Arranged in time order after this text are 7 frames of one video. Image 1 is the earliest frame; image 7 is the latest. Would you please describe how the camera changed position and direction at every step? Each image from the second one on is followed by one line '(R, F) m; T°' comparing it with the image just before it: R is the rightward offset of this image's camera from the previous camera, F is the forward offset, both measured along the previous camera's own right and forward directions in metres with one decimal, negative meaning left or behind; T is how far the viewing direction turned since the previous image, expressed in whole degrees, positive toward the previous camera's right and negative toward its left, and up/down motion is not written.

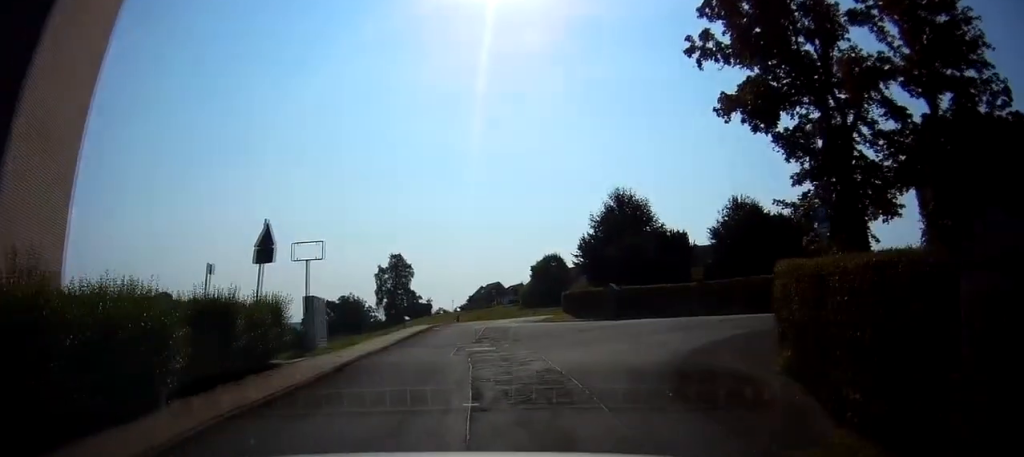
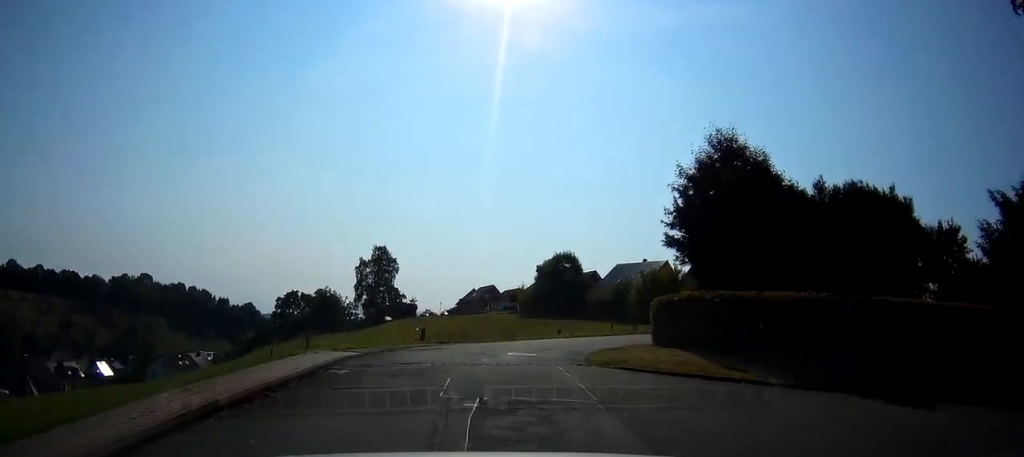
(-0.5, +22.6) m; 0°
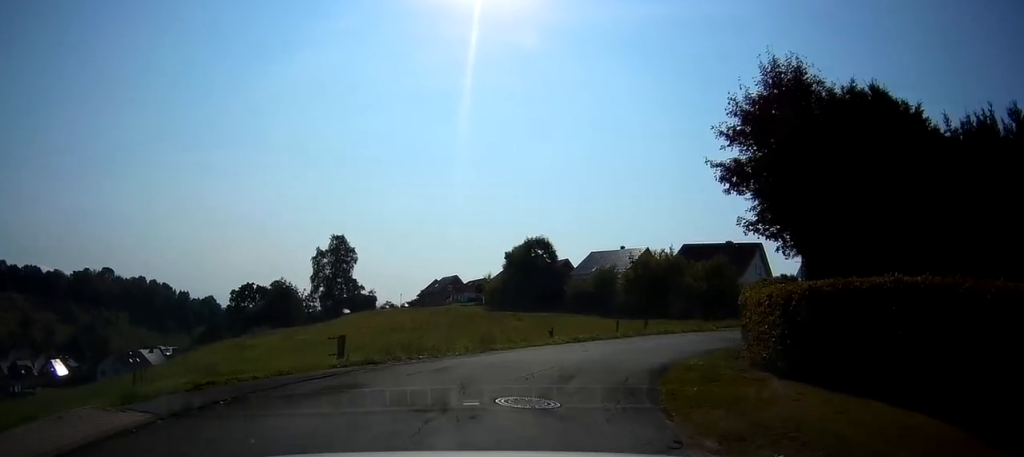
(+0.5, +9.6) m; +1°
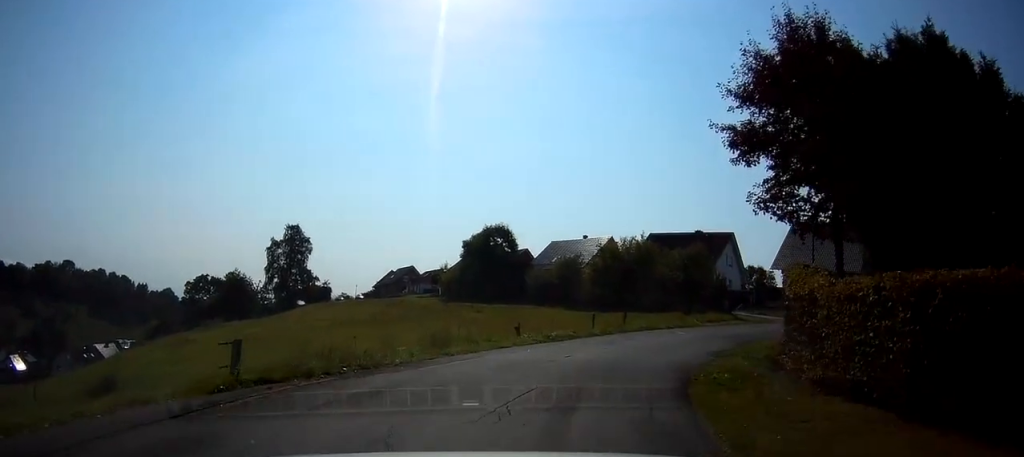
(-0.3, +3.9) m; +3°
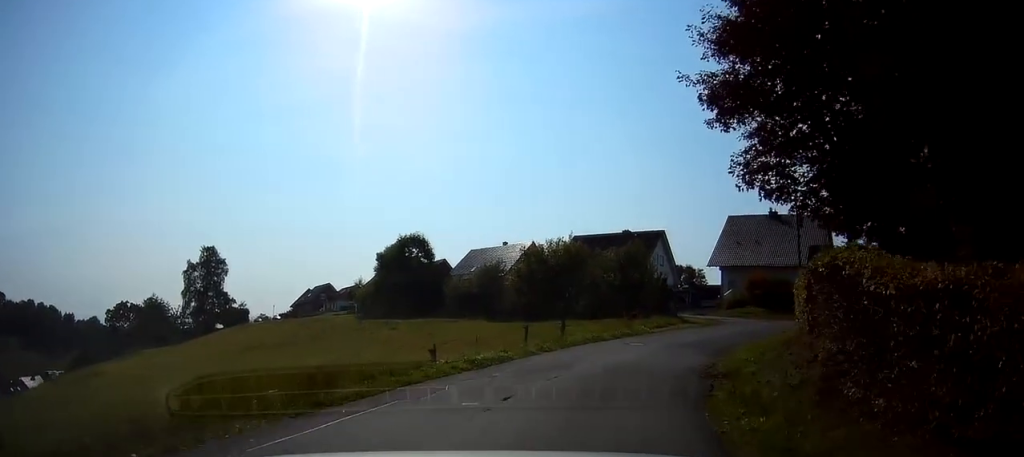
(-0.1, +4.3) m; +5°
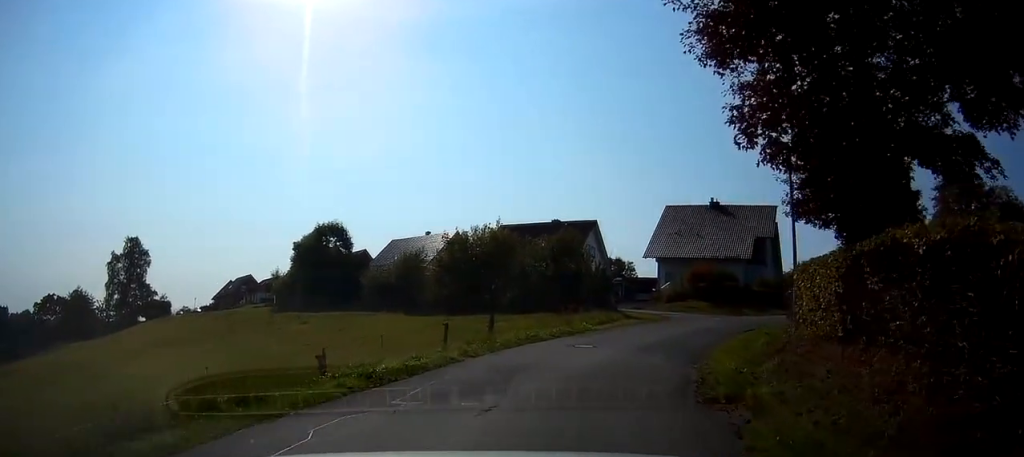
(+0.5, +3.8) m; +8°
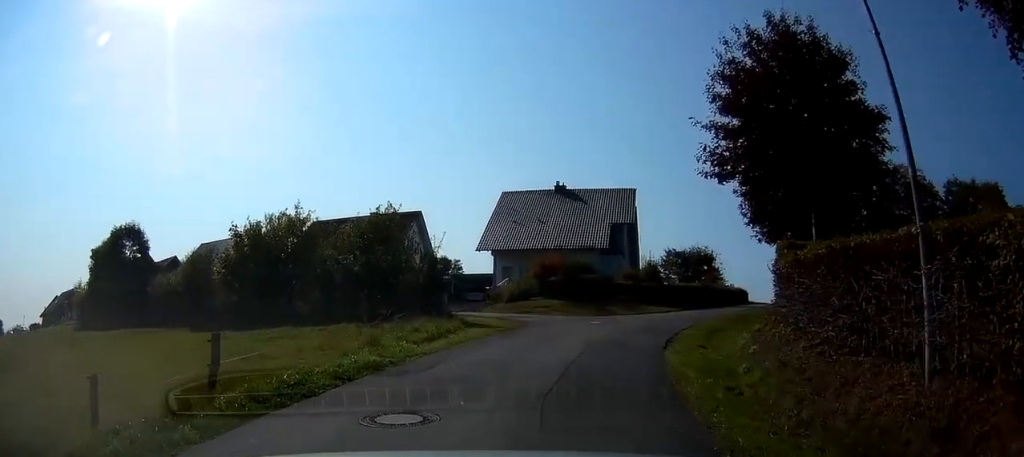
(+1.1, +9.2) m; +16°
